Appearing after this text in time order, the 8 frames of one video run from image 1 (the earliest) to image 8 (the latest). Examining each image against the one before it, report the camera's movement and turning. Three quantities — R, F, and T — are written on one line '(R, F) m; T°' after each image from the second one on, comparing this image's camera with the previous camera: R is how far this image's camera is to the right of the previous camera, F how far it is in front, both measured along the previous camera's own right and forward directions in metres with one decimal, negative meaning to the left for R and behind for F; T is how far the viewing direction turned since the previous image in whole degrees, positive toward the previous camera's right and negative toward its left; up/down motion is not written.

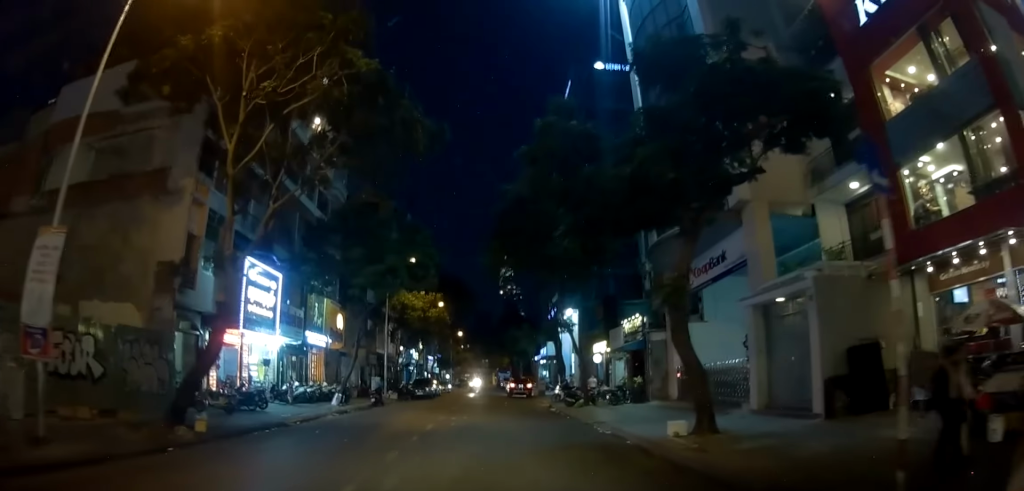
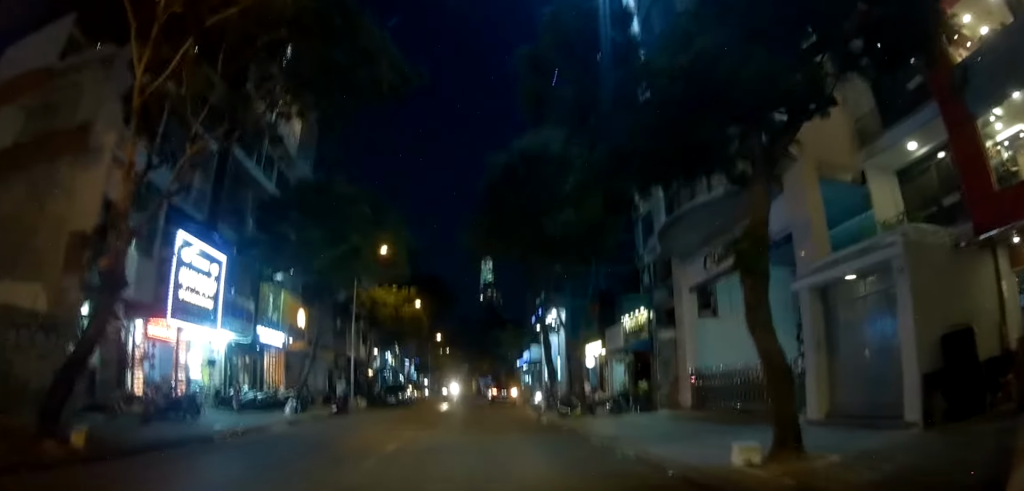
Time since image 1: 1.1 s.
(+0.2, +4.1) m; +2°
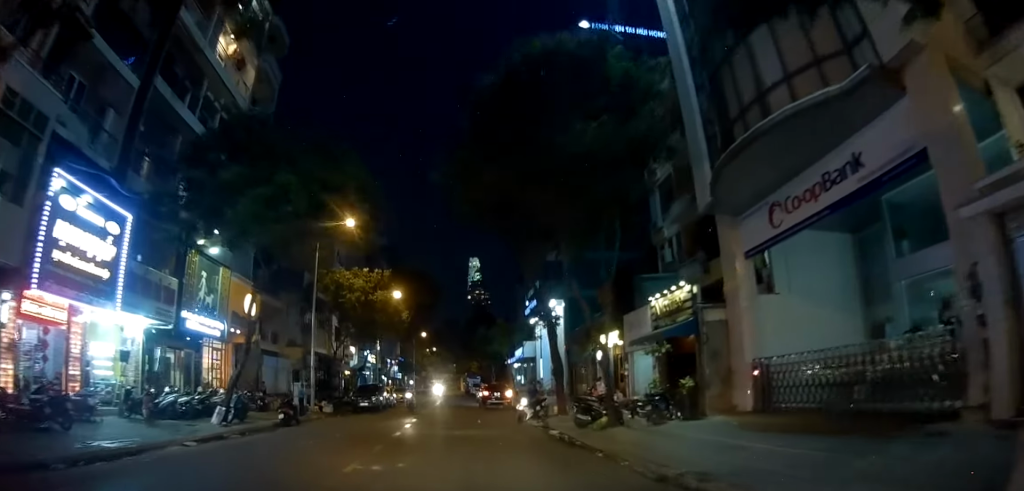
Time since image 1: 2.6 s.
(-0.3, +6.3) m; -2°
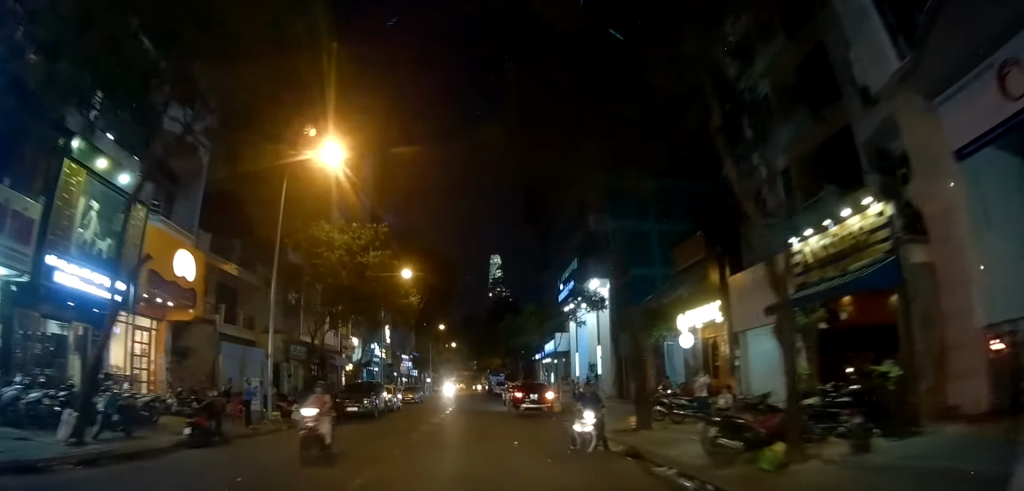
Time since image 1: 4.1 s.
(+0.3, +8.5) m; +3°
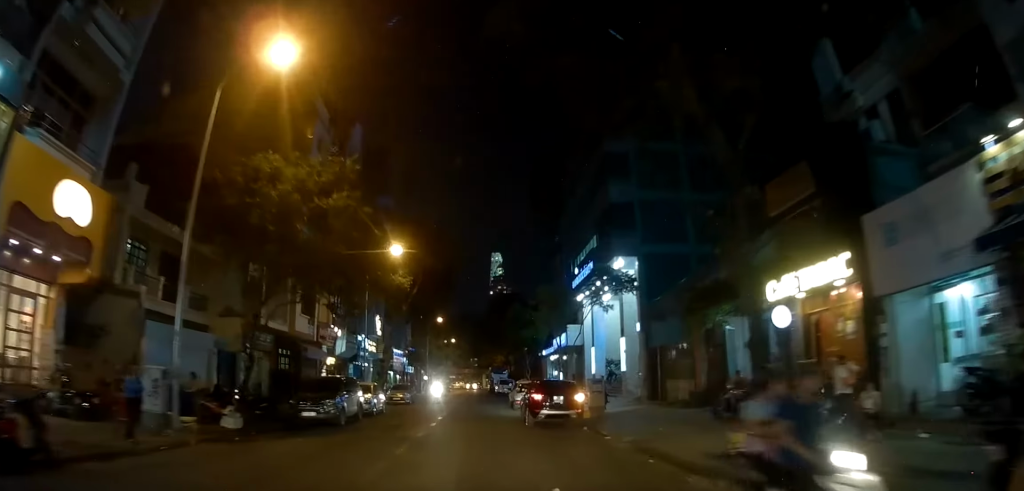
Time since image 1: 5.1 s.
(-0.1, +6.0) m; -3°
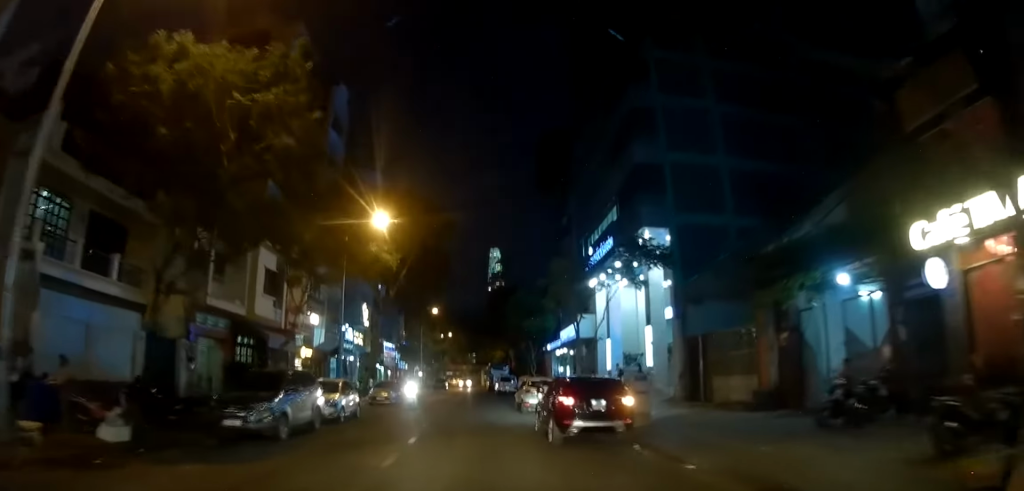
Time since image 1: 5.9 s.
(-0.2, +5.4) m; -2°
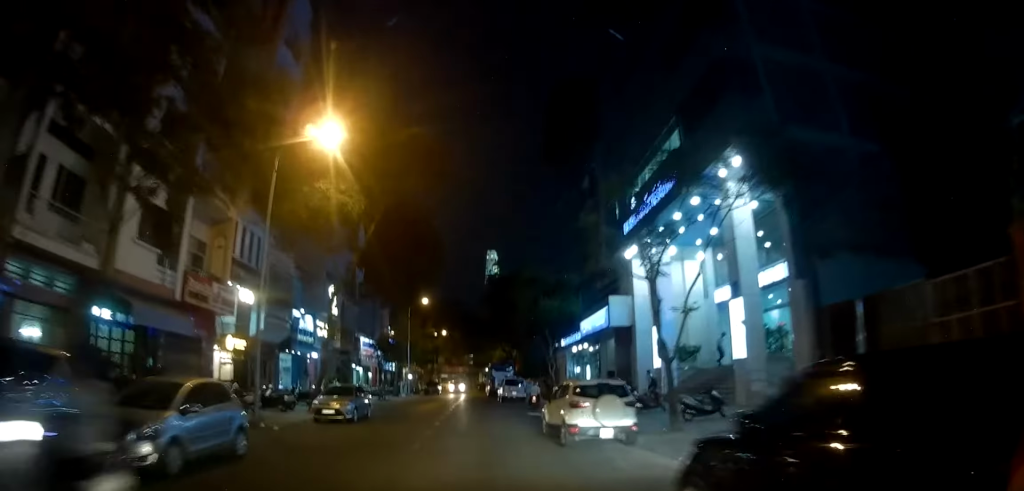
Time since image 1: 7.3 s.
(0.0, +10.3) m; +3°
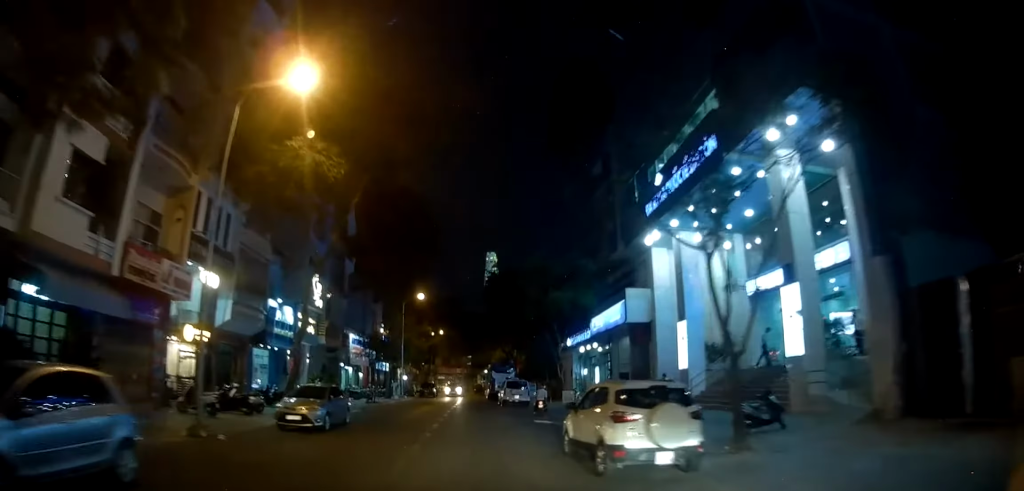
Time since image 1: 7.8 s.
(+0.2, +3.6) m; +1°
